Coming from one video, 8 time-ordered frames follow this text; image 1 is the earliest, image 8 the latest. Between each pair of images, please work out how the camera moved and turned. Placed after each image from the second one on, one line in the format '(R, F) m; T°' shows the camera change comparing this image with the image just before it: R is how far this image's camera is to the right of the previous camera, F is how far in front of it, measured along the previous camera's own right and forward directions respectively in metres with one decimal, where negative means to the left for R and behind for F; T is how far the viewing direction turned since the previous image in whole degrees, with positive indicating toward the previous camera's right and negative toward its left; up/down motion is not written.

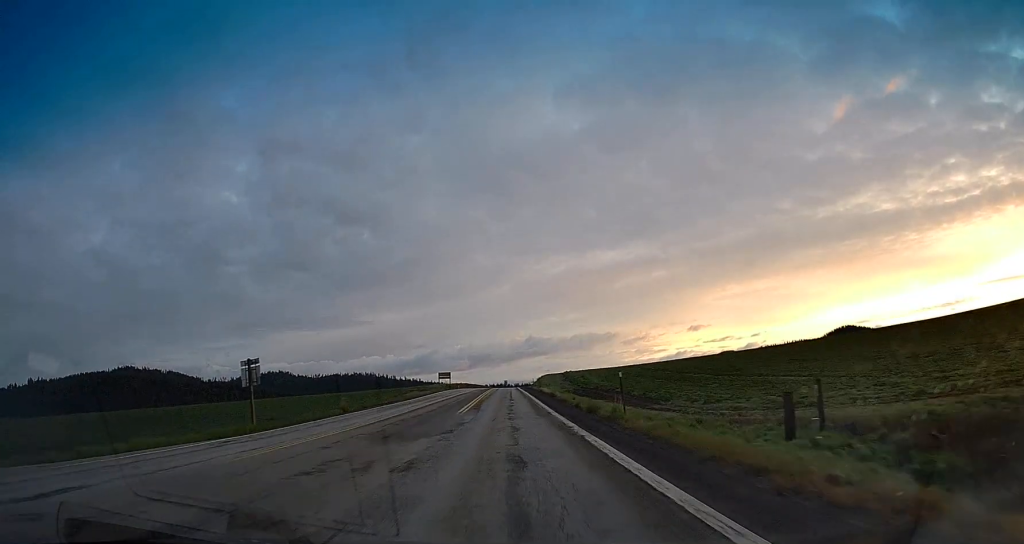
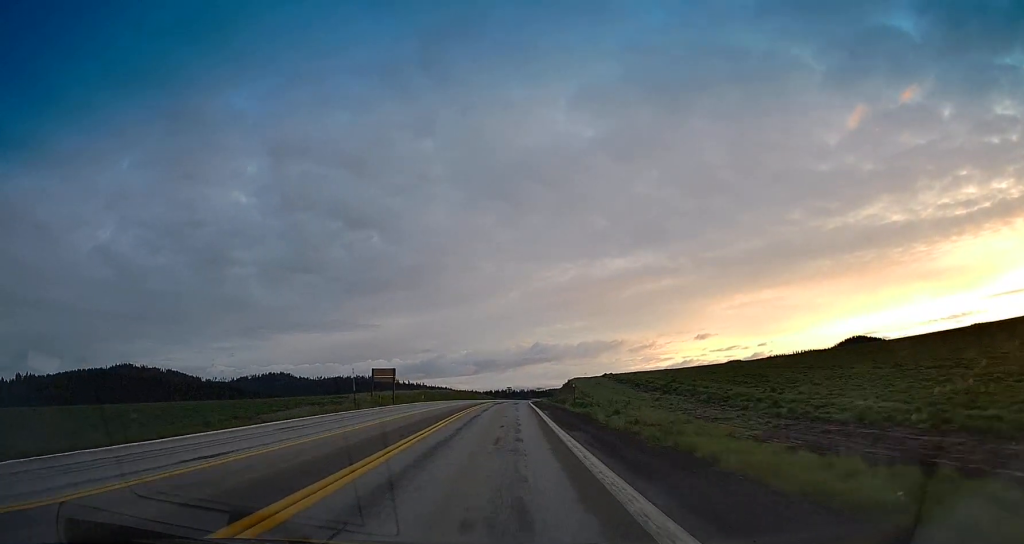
(+0.2, +62.5) m; +1°
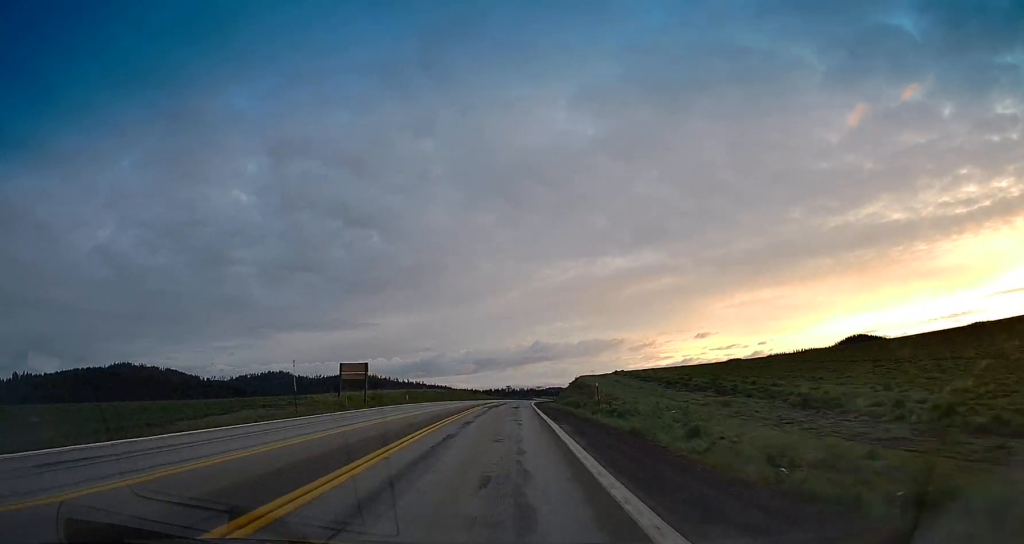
(0.0, +11.5) m; 0°
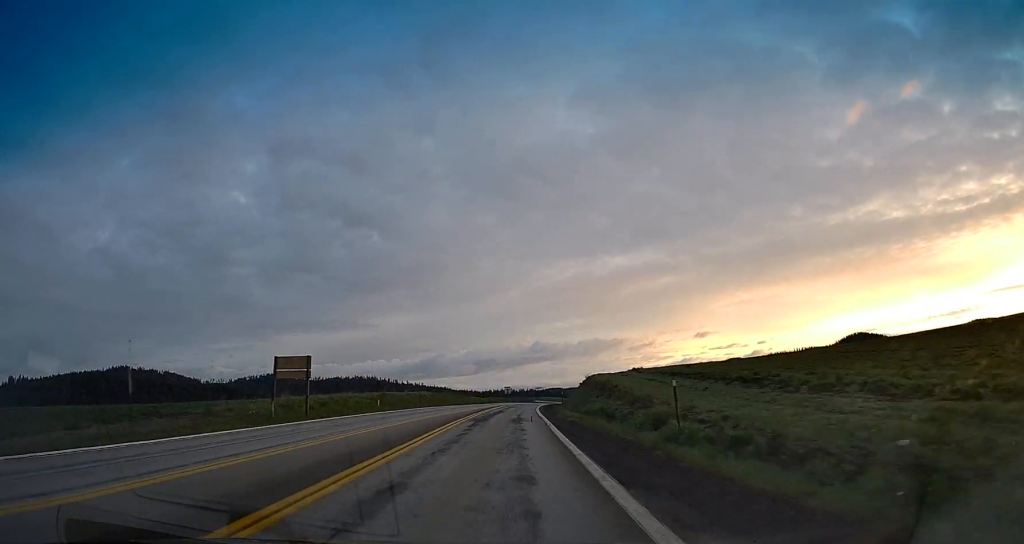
(-0.1, +14.1) m; 0°
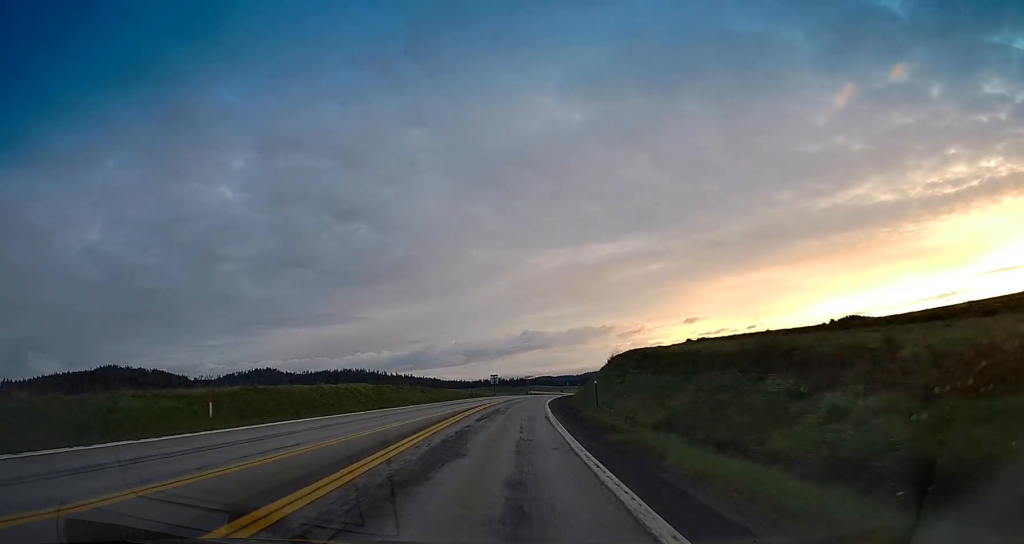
(-0.1, +29.0) m; 0°
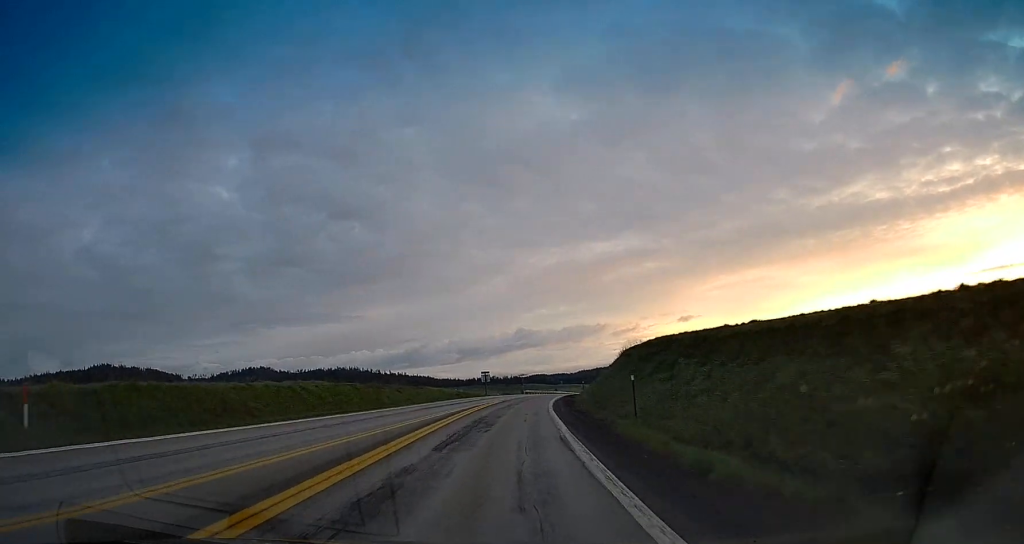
(+0.1, +10.6) m; 0°
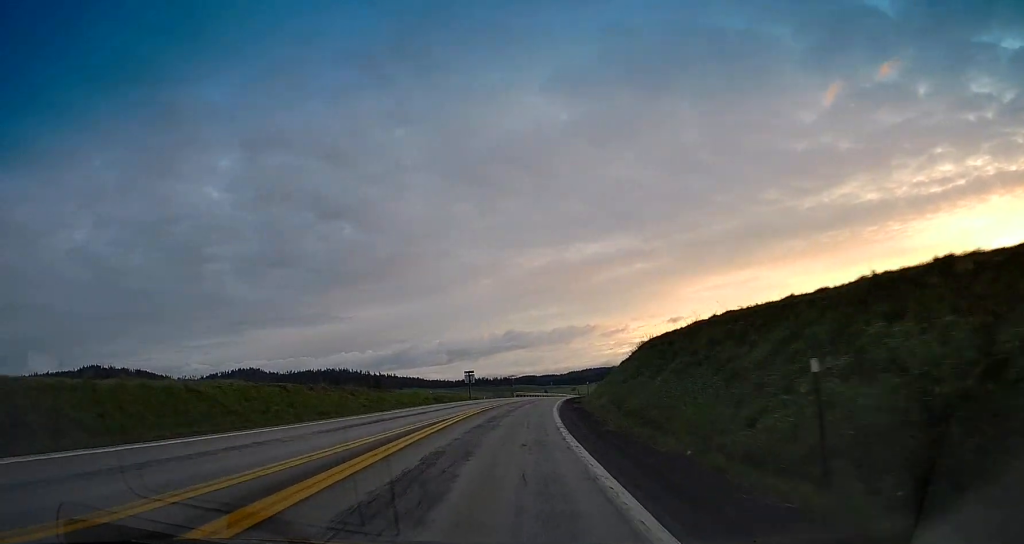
(0.0, +12.3) m; 0°
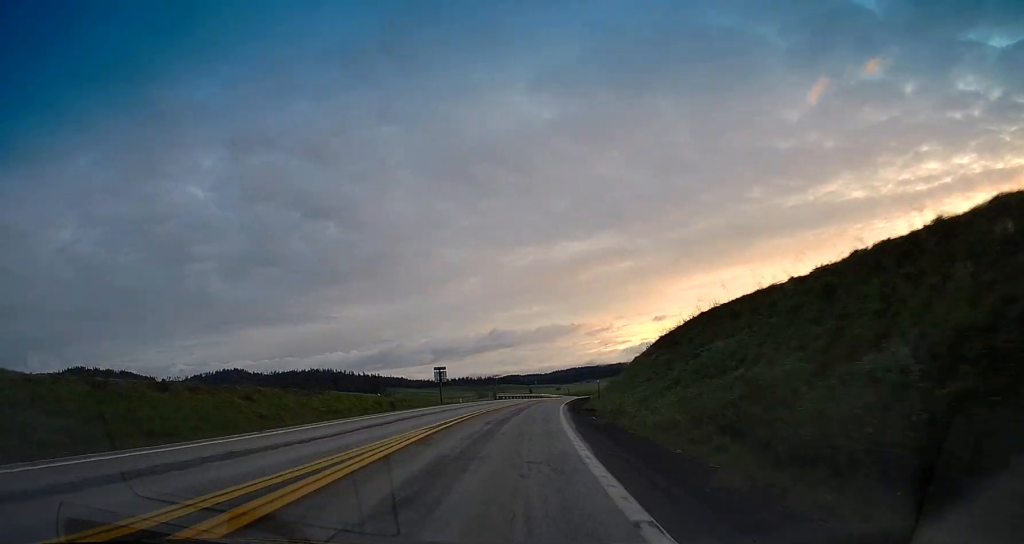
(0.0, +15.0) m; 0°
